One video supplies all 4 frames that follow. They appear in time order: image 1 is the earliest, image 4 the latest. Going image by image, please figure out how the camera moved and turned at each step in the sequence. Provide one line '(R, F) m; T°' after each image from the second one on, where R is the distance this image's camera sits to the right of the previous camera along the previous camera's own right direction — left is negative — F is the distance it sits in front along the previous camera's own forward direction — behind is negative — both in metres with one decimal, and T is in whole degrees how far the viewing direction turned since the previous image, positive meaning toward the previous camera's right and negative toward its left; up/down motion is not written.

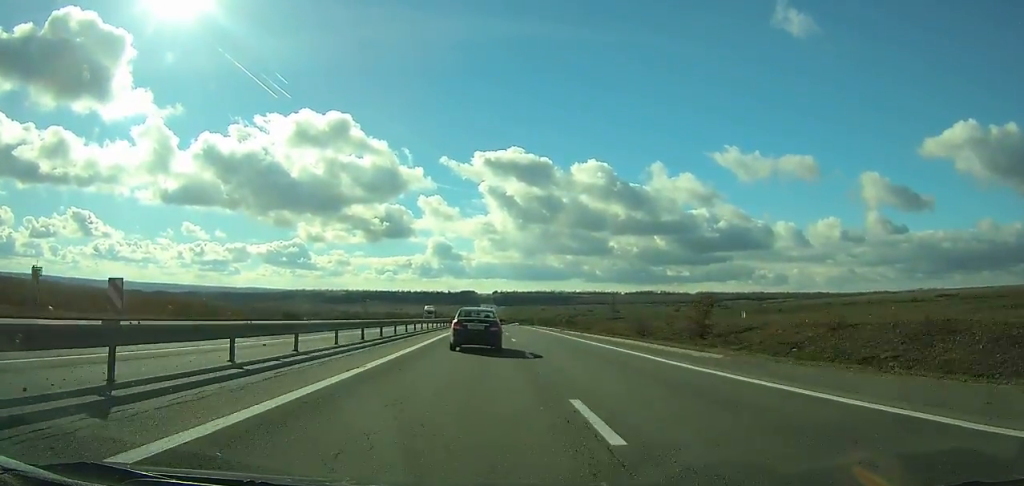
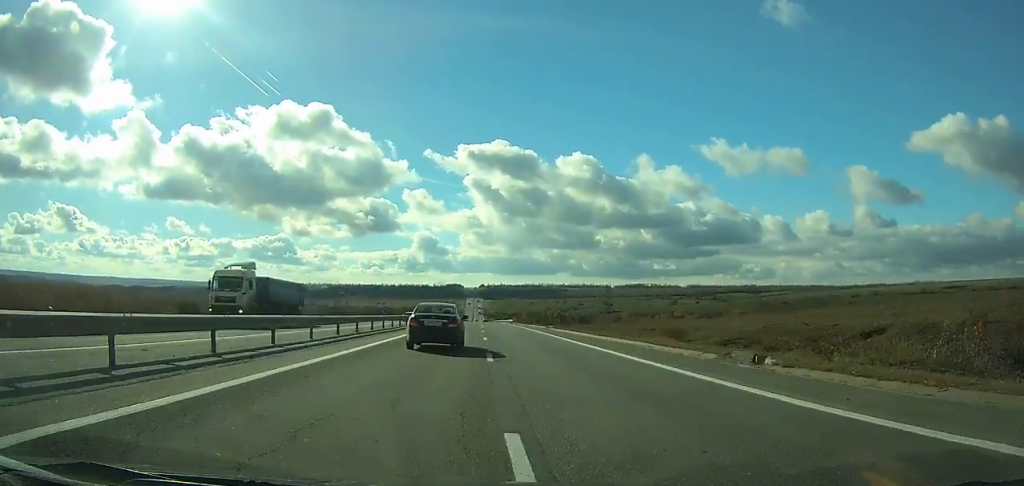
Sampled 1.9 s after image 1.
(+0.1, +50.3) m; 0°
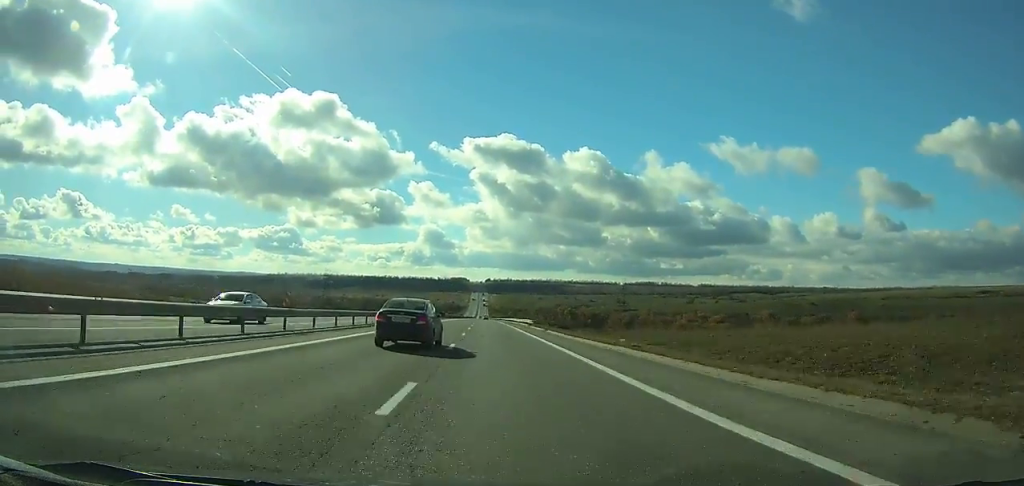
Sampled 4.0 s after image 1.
(+0.1, +53.4) m; 0°
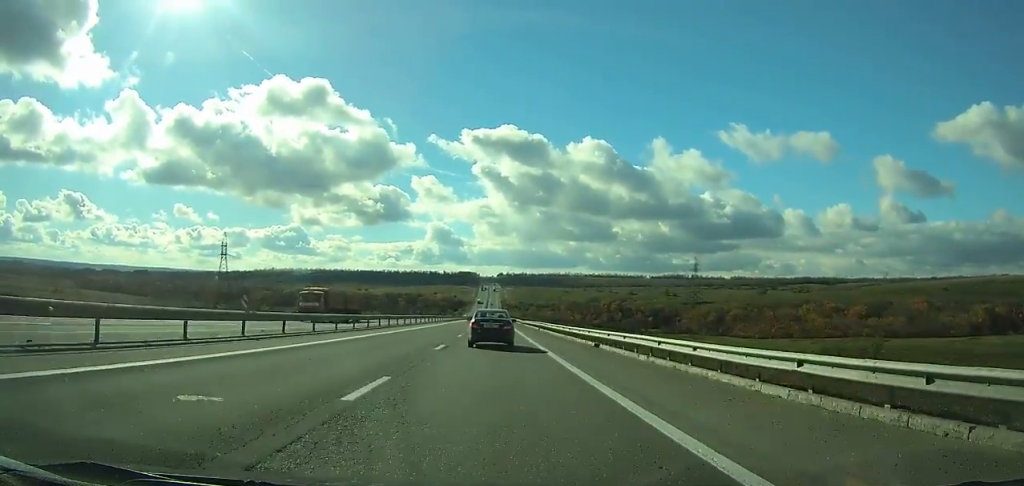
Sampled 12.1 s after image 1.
(-1.8, +199.1) m; -1°
